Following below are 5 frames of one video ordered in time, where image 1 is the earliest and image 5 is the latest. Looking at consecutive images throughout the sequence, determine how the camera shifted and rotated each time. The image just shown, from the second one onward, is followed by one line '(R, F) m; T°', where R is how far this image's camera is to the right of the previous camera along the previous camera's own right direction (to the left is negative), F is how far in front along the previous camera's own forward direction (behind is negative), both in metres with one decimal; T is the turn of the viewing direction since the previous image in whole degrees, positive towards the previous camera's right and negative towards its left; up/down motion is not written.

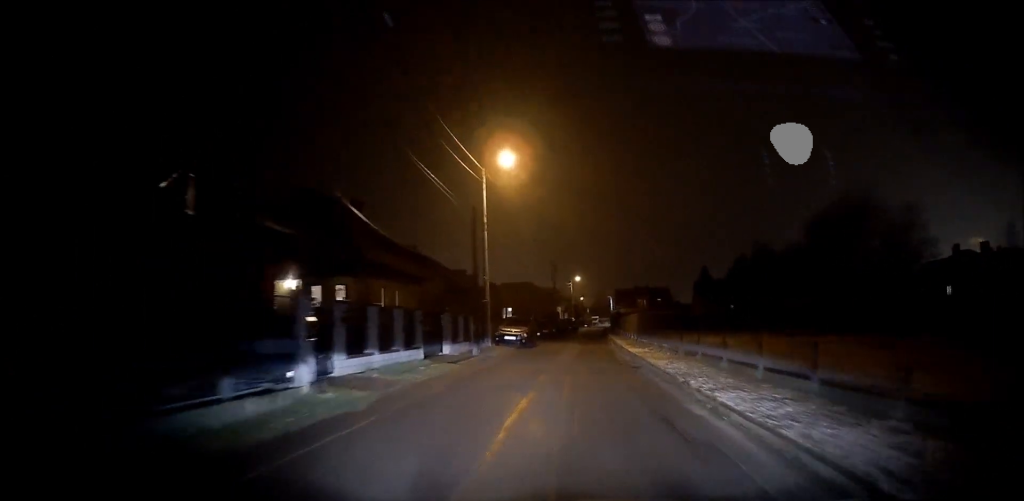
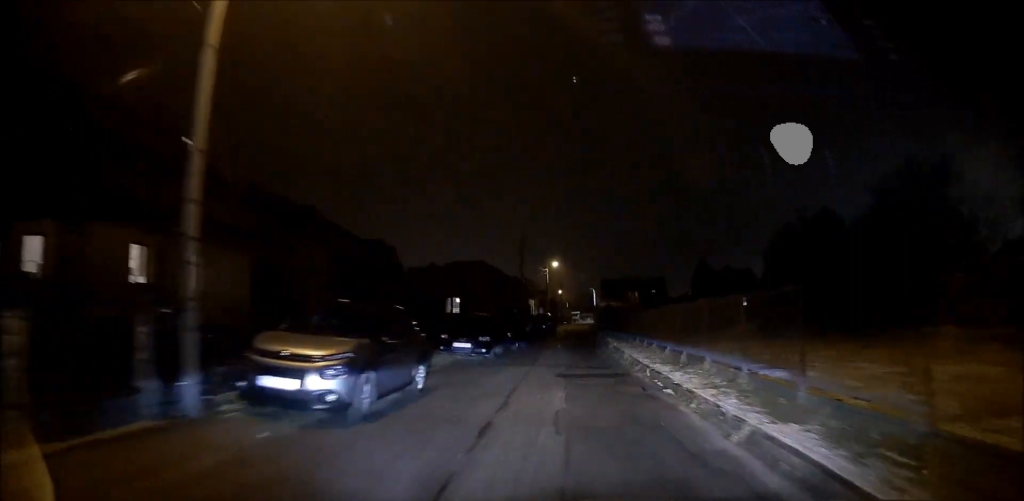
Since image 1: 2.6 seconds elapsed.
(+0.1, +22.0) m; +2°
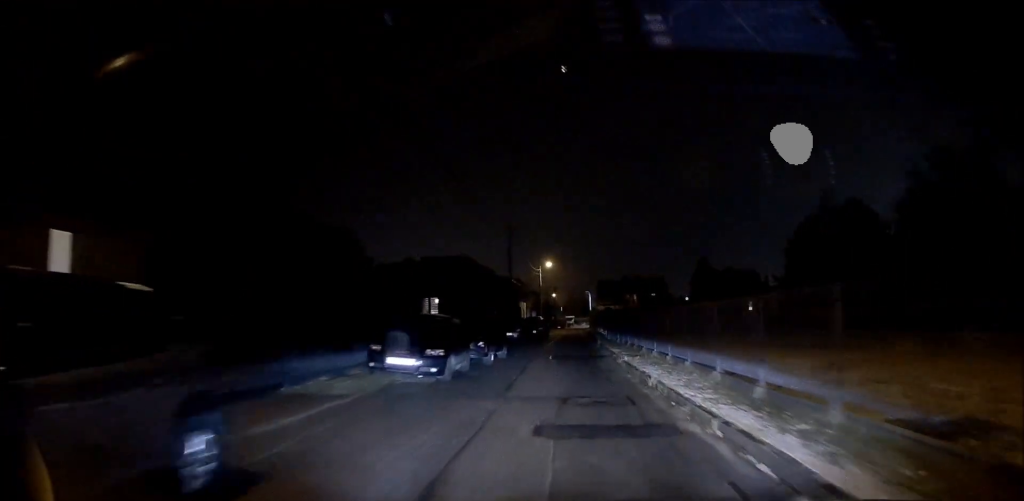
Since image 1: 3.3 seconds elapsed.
(0.0, +6.3) m; 0°
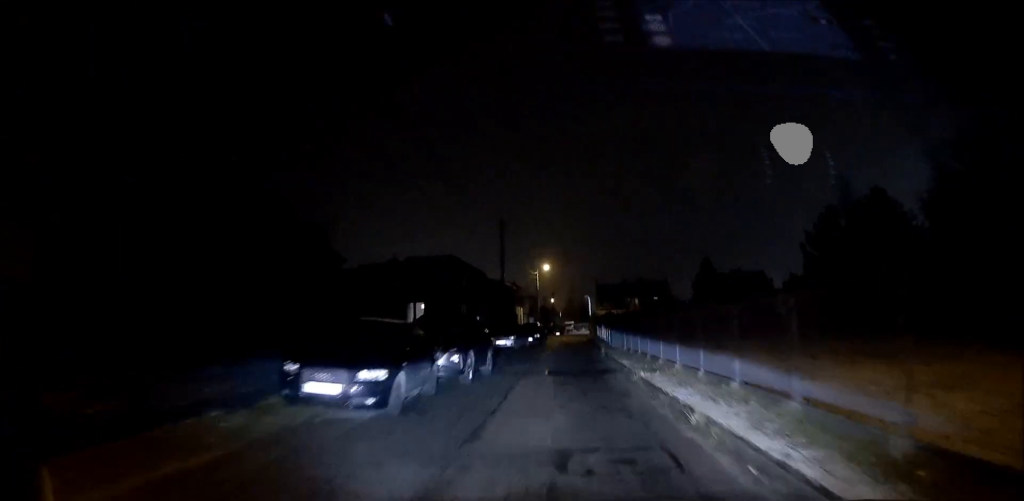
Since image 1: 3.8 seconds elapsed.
(0.0, +4.0) m; 0°
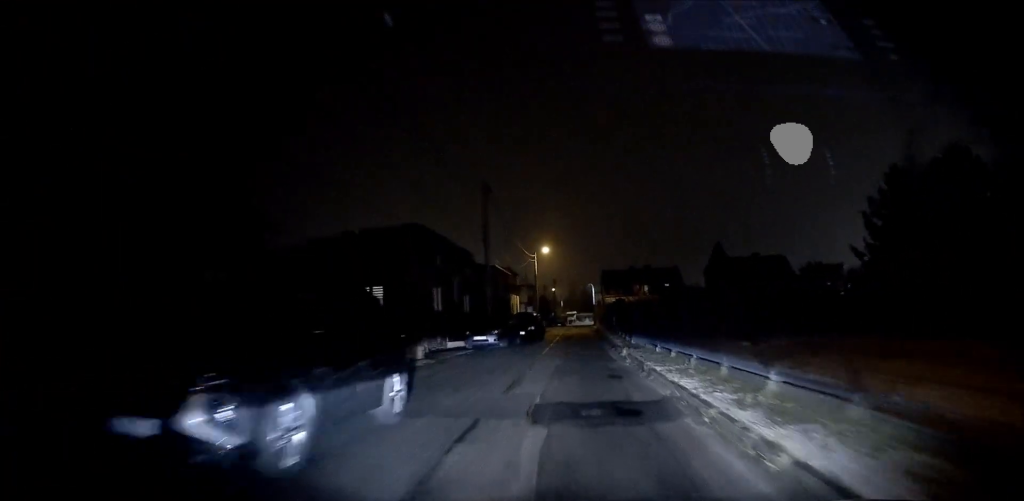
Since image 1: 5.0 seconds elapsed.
(0.0, +9.8) m; 0°
